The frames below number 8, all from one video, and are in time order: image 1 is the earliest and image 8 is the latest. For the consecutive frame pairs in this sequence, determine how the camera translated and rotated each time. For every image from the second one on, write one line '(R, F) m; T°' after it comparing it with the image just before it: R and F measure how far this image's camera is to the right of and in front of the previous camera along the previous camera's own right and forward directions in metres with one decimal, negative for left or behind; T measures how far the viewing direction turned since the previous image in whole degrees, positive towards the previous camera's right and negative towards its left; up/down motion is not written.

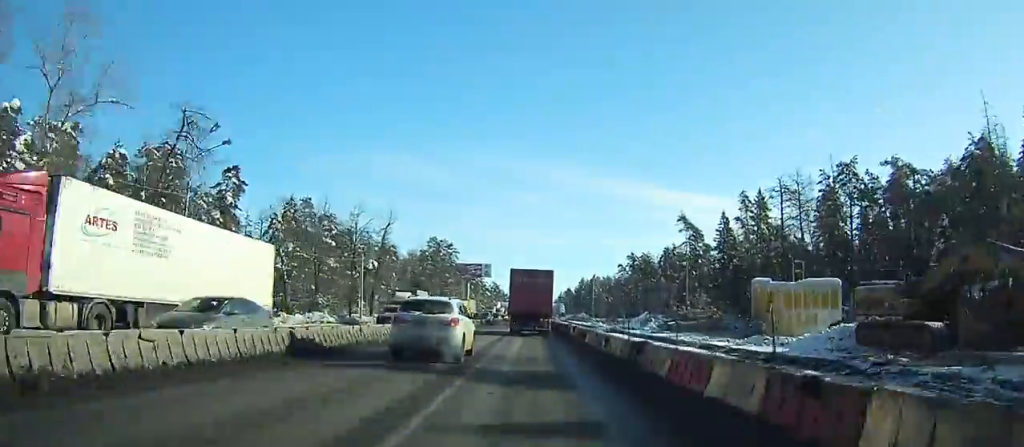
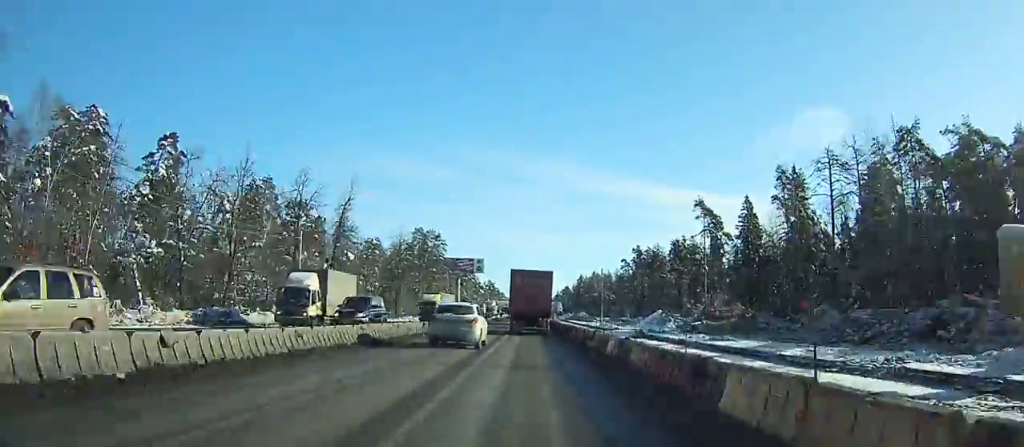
(0.0, +18.2) m; 0°
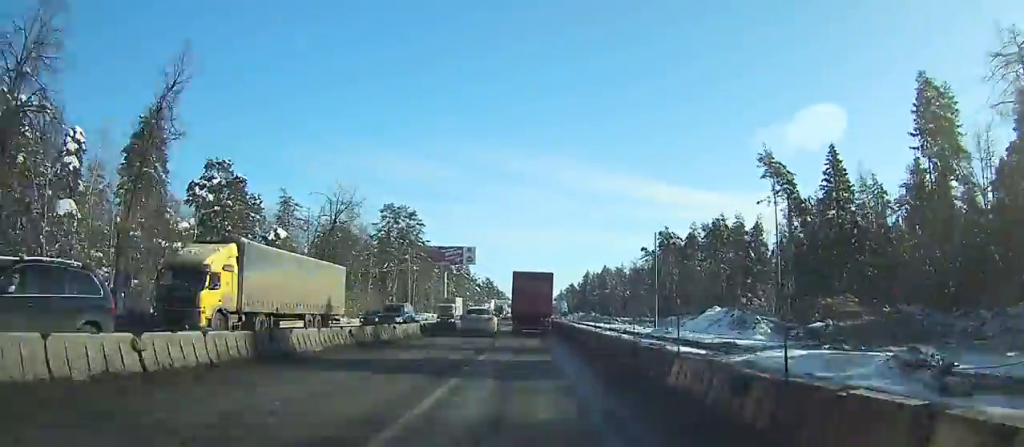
(-0.1, +35.6) m; 0°
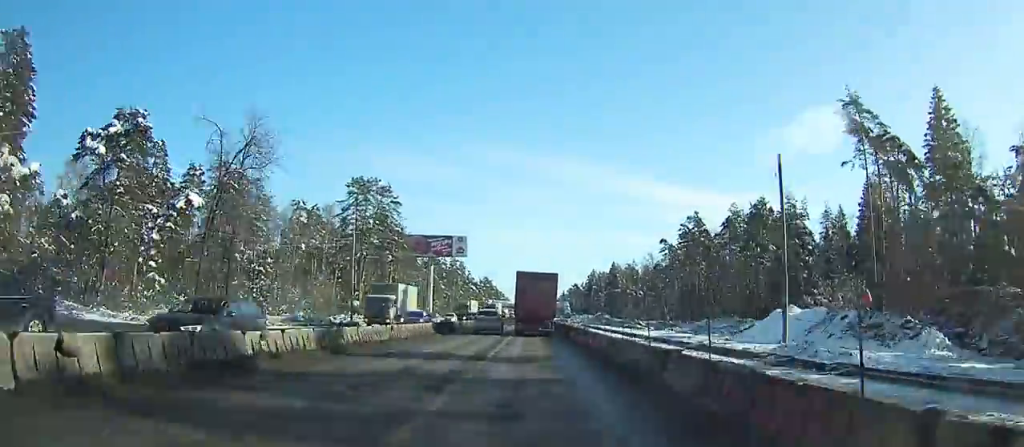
(0.0, +24.6) m; 0°
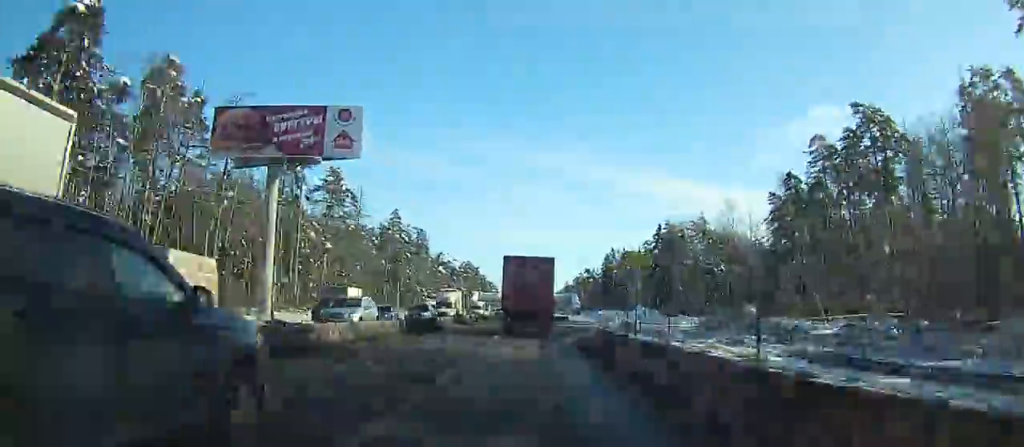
(-0.6, +86.0) m; 0°
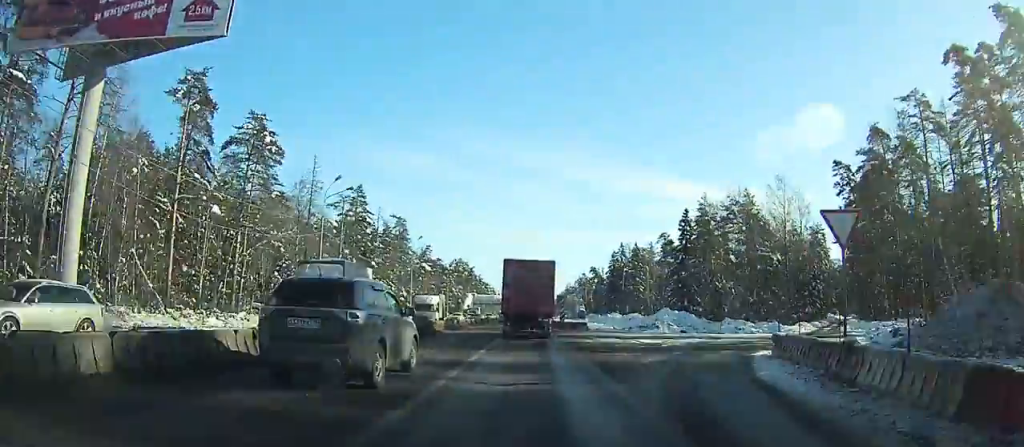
(+0.1, +26.9) m; -1°
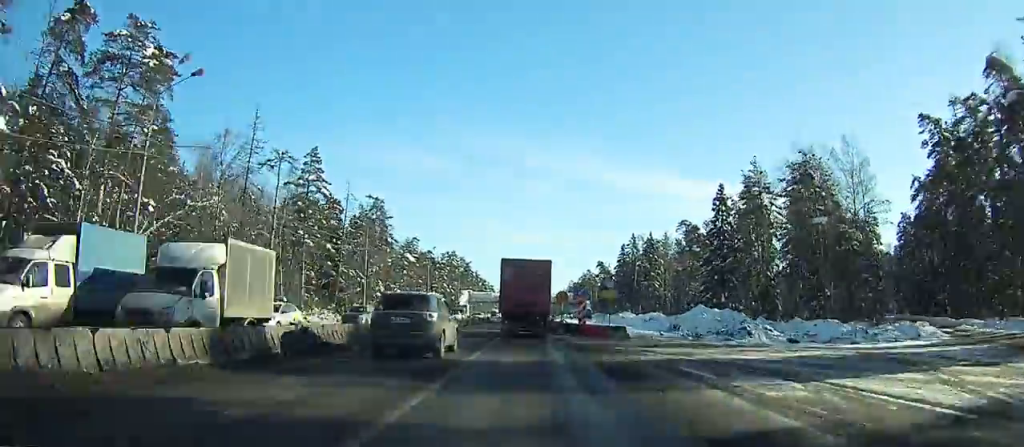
(+0.4, +22.4) m; -1°
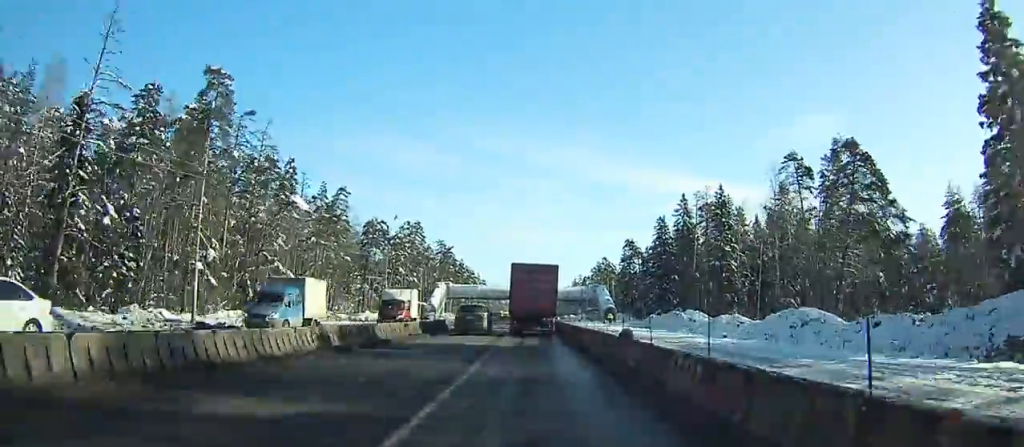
(0.0, +65.5) m; +2°
